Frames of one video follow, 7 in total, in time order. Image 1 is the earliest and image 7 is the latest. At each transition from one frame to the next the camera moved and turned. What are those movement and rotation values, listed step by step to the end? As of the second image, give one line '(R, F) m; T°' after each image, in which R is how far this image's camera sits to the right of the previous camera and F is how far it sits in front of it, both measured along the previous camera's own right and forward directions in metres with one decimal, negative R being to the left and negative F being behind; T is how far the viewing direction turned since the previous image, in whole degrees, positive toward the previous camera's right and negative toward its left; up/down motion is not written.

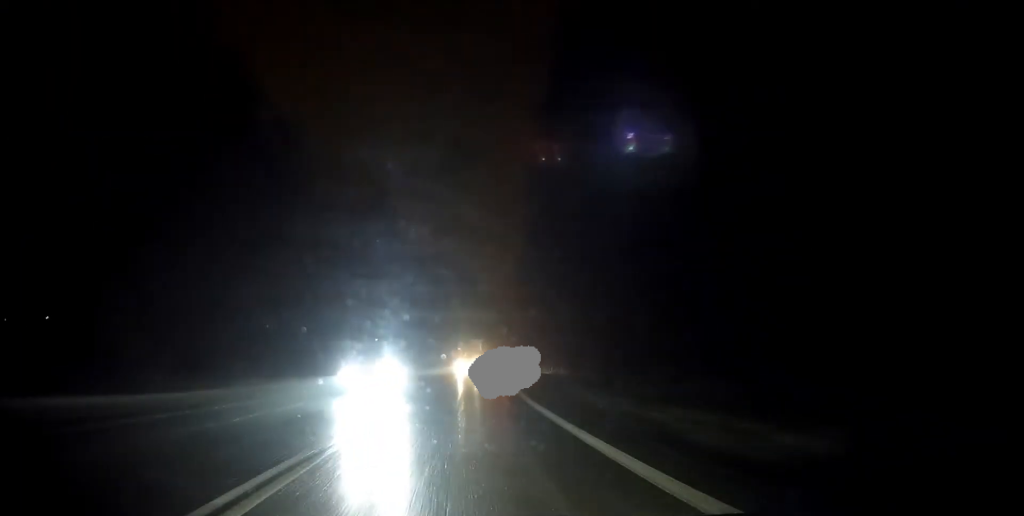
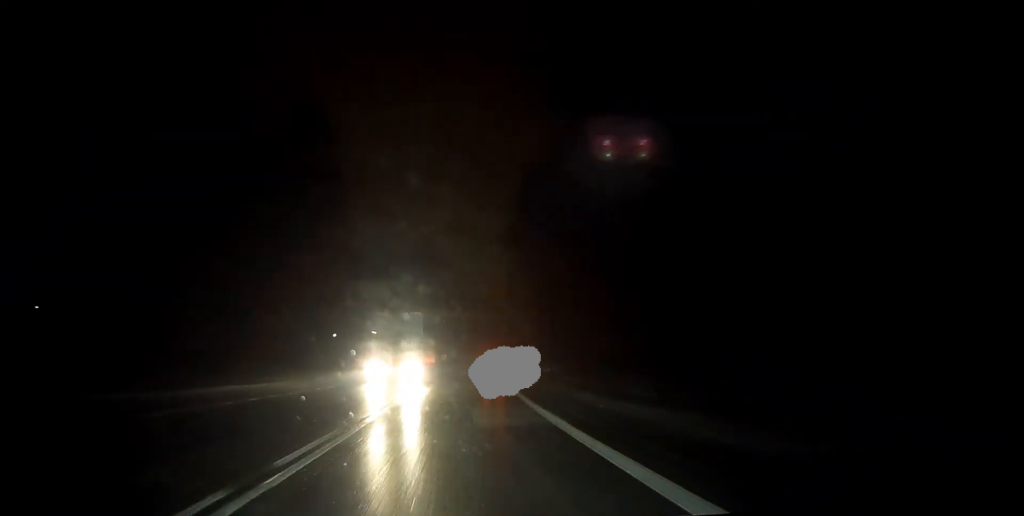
(+0.4, +20.4) m; +3°
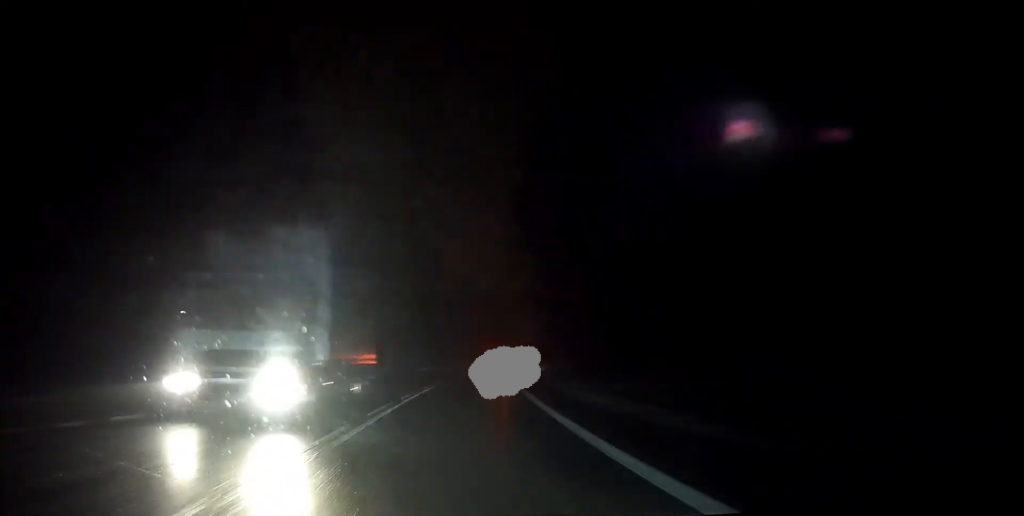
(+0.4, +11.5) m; +2°
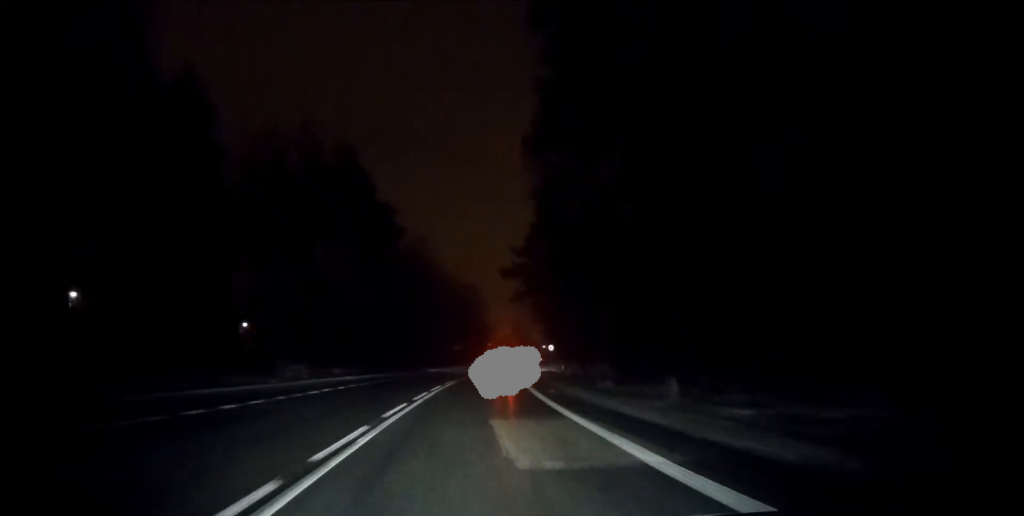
(+0.8, +29.8) m; +2°
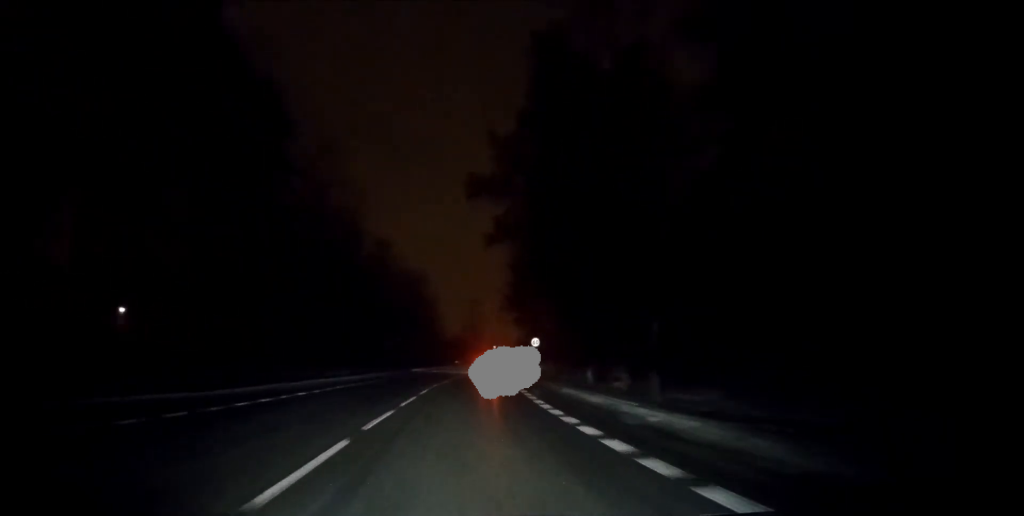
(+0.6, +32.5) m; +4°
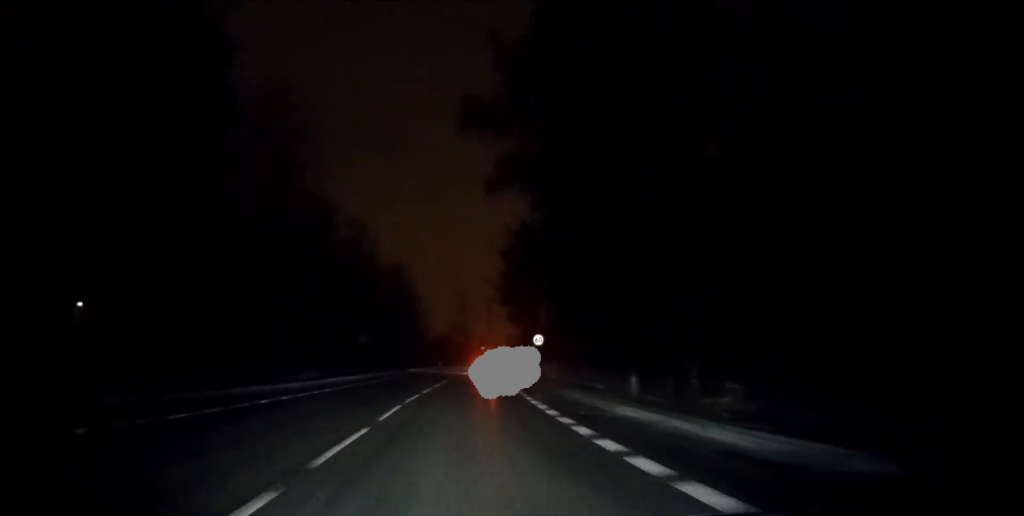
(+0.3, +9.9) m; +1°
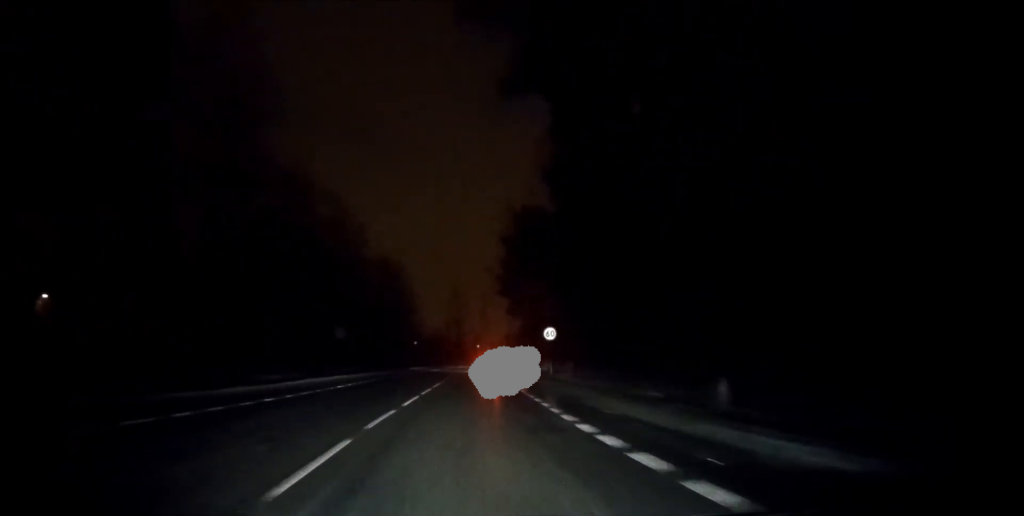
(0.0, +8.0) m; +1°
